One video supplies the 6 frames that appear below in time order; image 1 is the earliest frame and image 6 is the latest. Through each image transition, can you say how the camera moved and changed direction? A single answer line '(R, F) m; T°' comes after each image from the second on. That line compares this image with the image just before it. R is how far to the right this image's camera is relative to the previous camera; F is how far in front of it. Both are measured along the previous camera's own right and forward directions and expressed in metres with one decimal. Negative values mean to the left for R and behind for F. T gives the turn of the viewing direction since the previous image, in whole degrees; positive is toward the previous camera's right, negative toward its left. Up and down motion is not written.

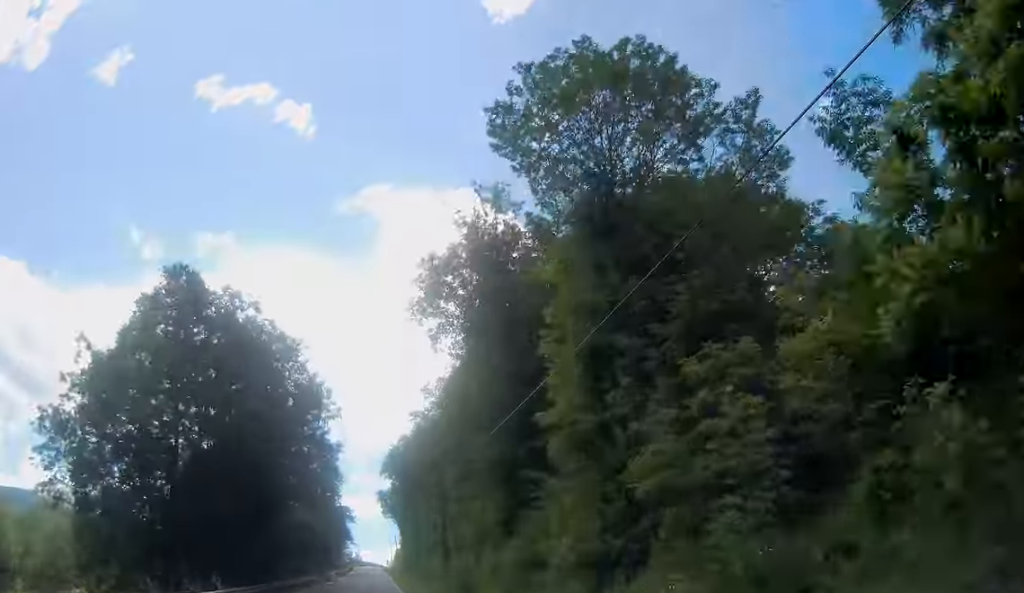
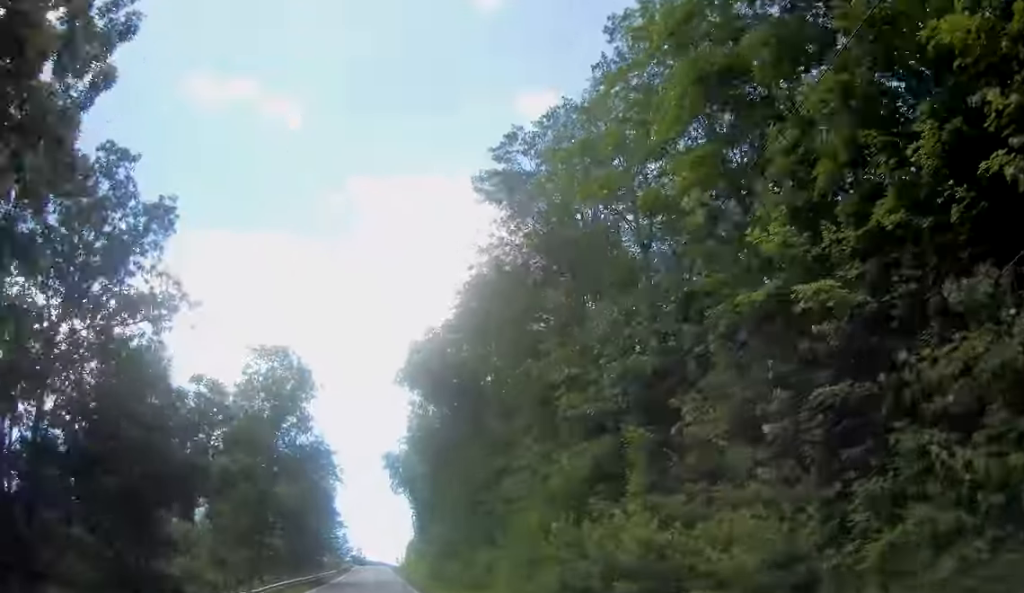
(-0.1, +47.6) m; -1°
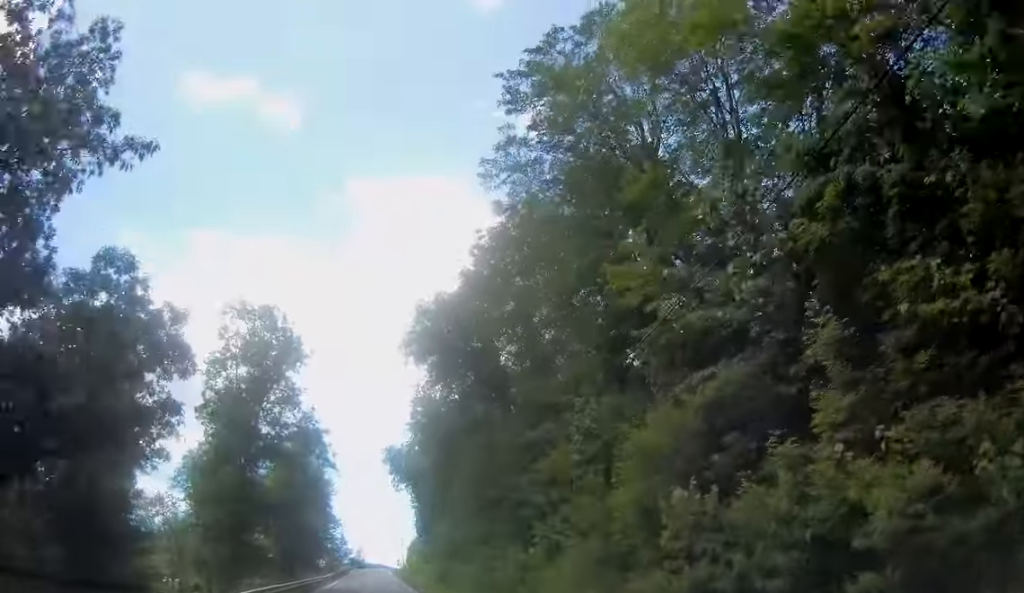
(-0.1, +8.0) m; 0°
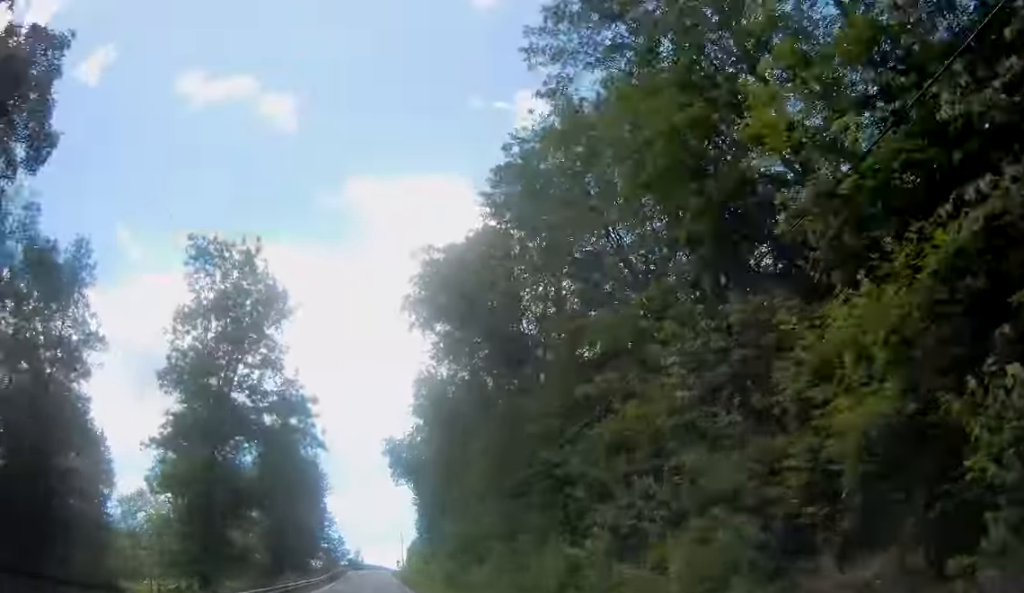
(-0.2, +7.4) m; 0°
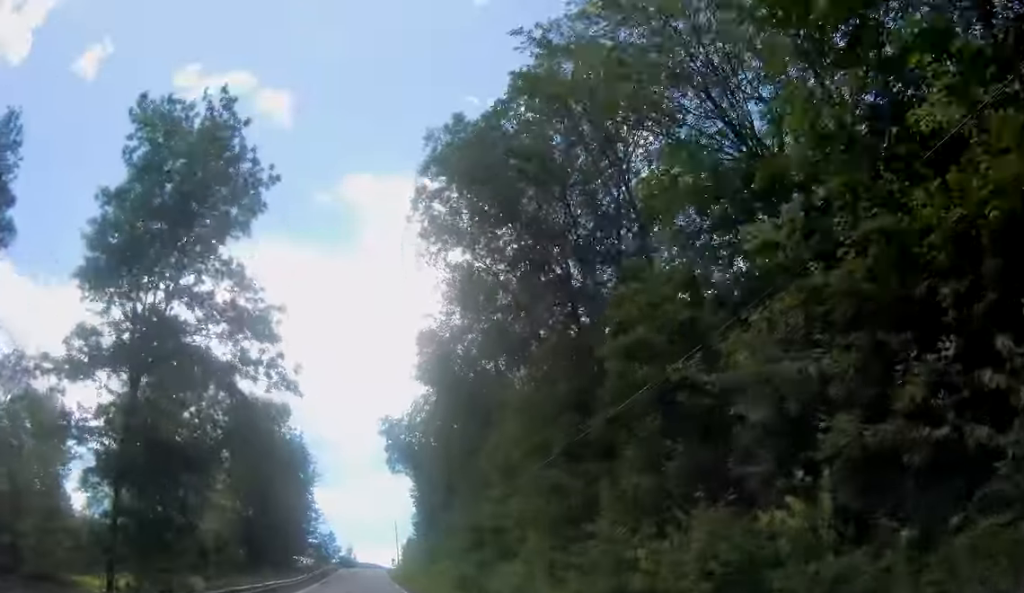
(+0.1, +10.5) m; 0°
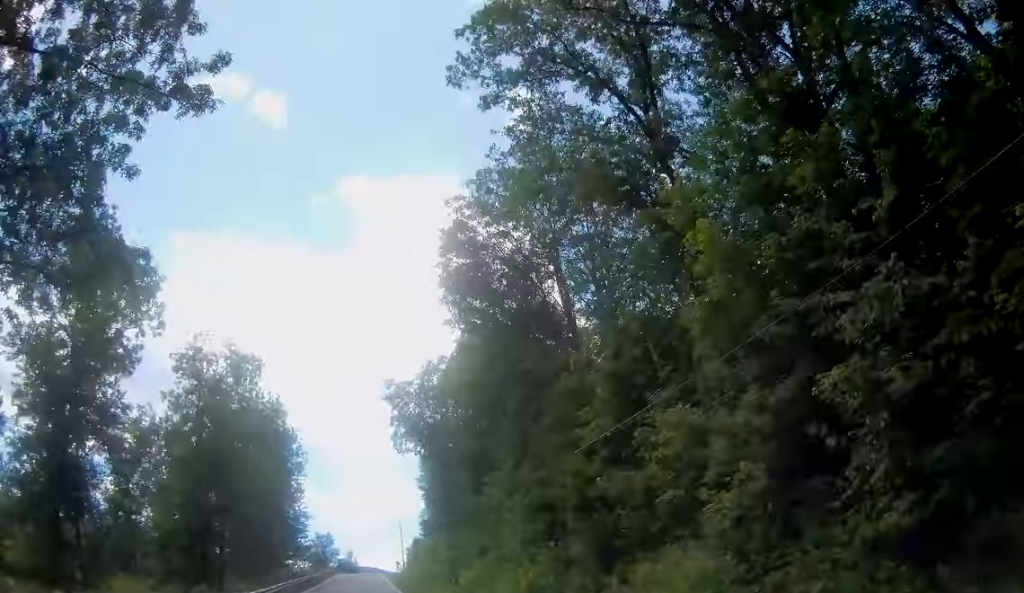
(+0.3, +16.1) m; 0°
